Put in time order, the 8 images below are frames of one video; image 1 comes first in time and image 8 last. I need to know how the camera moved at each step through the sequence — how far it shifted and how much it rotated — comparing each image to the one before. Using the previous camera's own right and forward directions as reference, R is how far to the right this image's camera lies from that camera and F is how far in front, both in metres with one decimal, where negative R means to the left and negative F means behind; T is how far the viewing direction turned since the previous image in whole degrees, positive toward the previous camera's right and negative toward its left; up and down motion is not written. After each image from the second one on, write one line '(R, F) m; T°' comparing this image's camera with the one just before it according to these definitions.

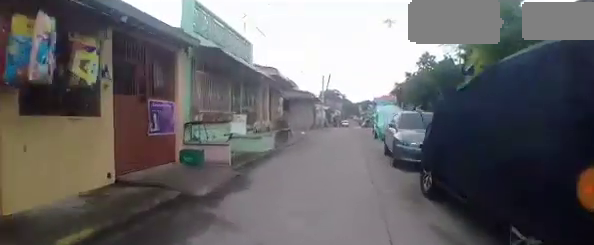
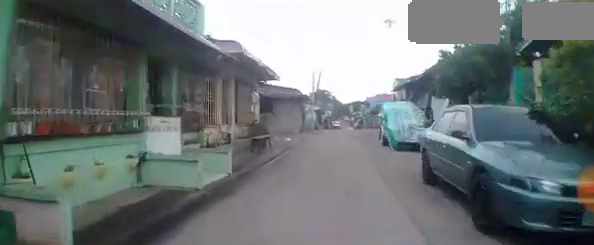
(0.0, +5.9) m; 0°
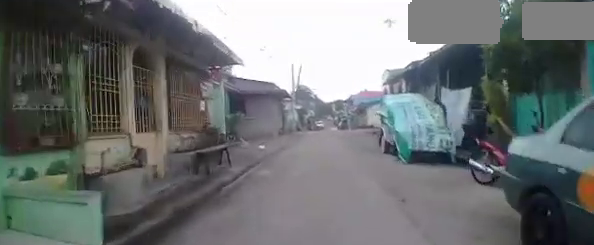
(+0.1, +4.4) m; -2°
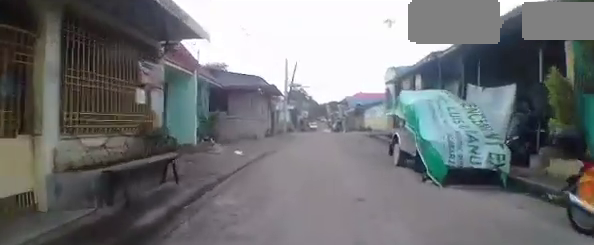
(-0.1, +2.3) m; 0°
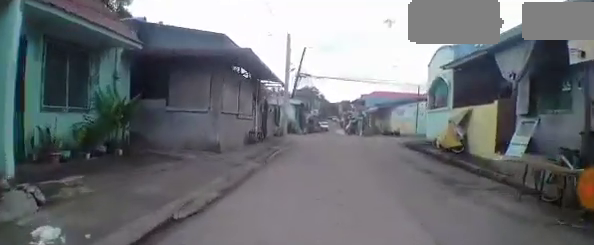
(+0.1, +7.3) m; +4°
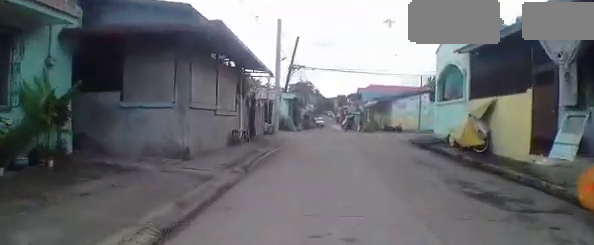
(0.0, +1.8) m; +1°
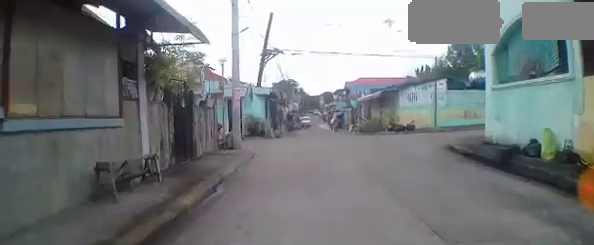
(0.0, +5.4) m; +1°
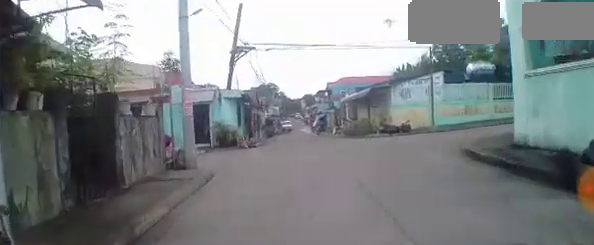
(0.0, +2.4) m; +3°
